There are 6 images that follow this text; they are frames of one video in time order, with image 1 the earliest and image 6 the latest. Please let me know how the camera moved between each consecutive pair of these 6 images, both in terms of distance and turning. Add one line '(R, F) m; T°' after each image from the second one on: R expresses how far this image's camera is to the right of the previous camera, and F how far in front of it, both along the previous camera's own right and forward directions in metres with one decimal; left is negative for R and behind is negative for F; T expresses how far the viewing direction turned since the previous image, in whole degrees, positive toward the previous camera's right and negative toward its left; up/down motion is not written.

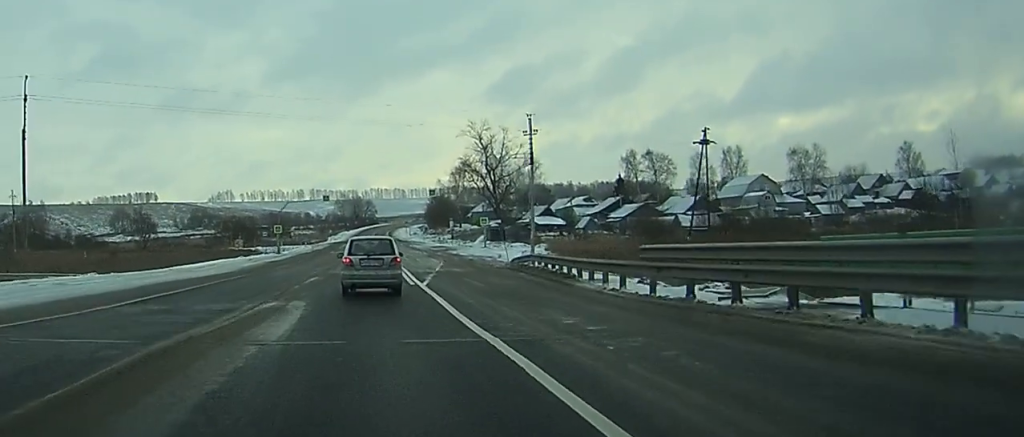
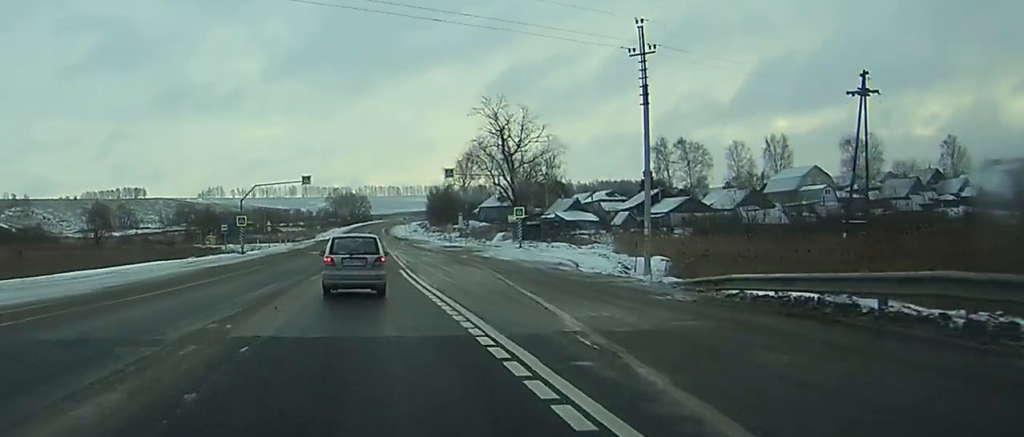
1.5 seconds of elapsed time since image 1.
(+0.1, +28.5) m; 0°
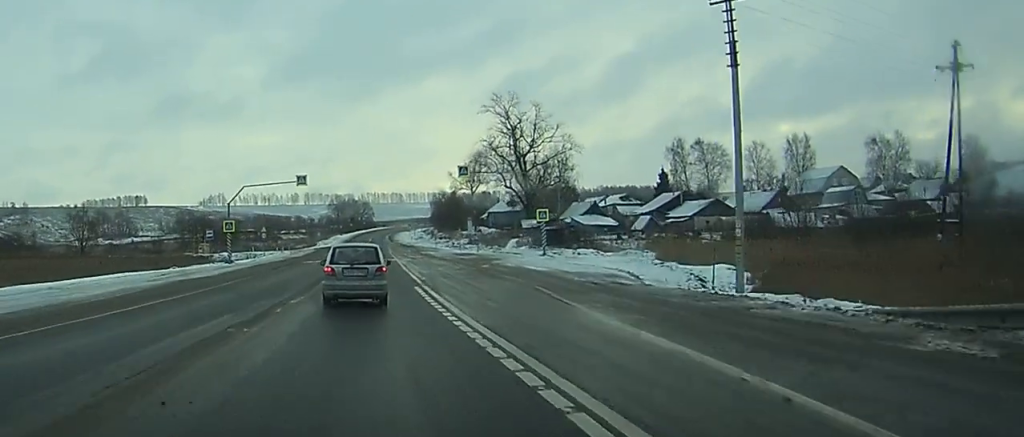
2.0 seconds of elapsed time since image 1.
(0.0, +9.3) m; 0°
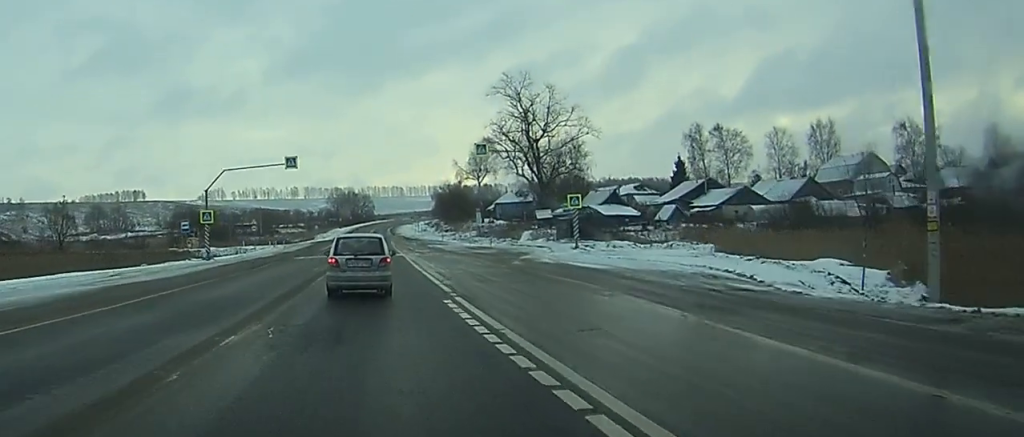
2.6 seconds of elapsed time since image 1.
(0.0, +10.5) m; 0°
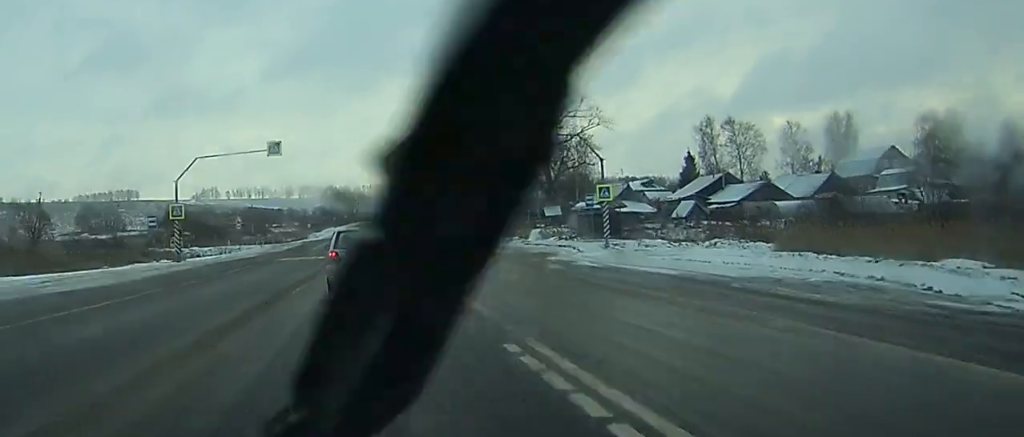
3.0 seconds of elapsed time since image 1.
(0.0, +8.4) m; 0°
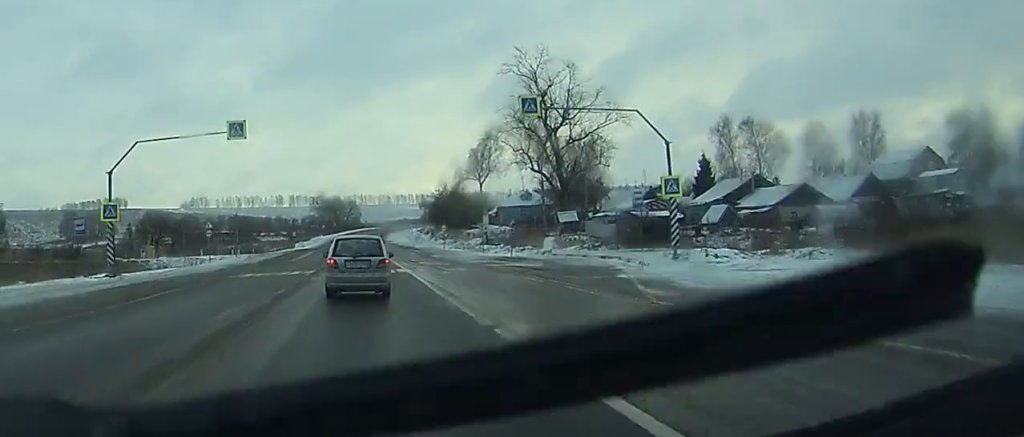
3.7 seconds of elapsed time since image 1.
(0.0, +12.4) m; +1°
